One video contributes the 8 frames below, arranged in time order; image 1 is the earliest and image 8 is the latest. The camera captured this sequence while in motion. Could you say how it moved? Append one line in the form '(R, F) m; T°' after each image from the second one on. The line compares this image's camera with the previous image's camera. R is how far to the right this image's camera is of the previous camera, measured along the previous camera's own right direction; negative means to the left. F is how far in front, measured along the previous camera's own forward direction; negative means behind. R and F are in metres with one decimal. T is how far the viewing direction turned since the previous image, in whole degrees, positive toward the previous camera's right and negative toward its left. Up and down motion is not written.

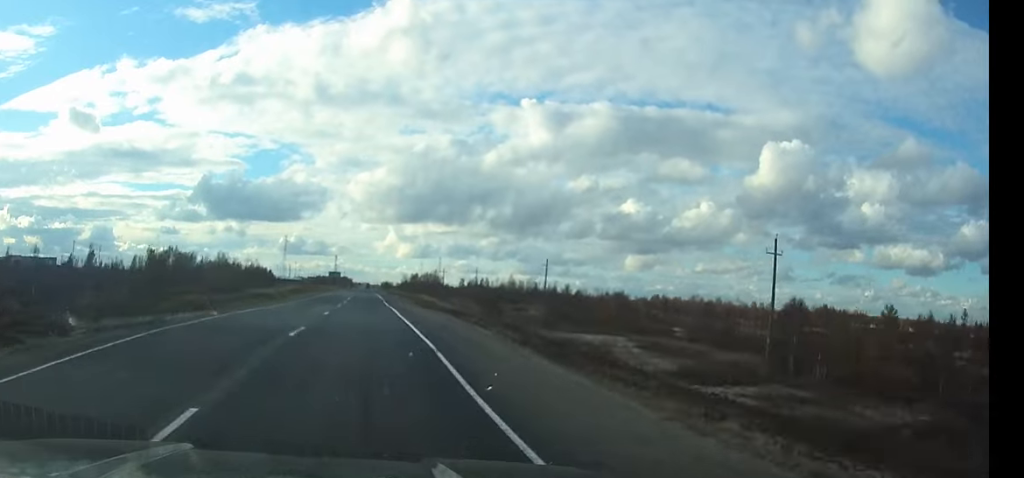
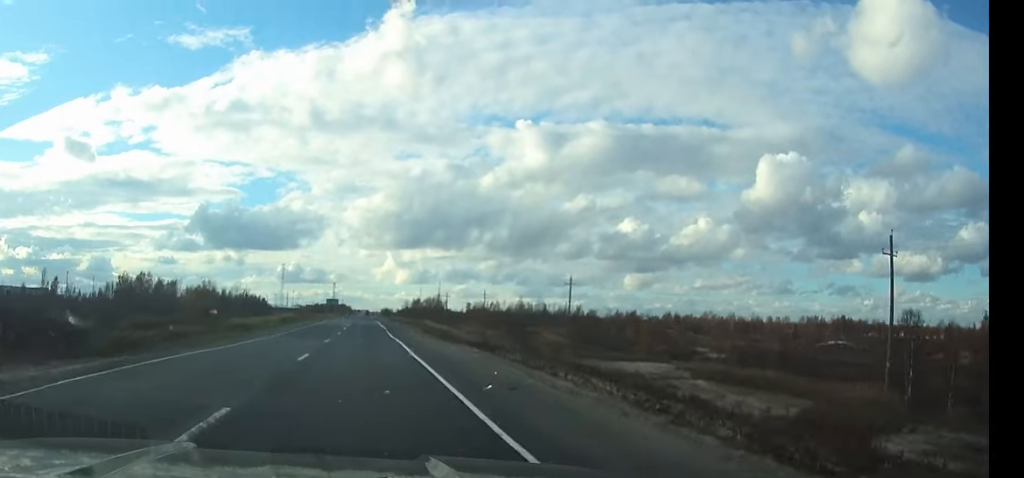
(0.0, +11.4) m; 0°
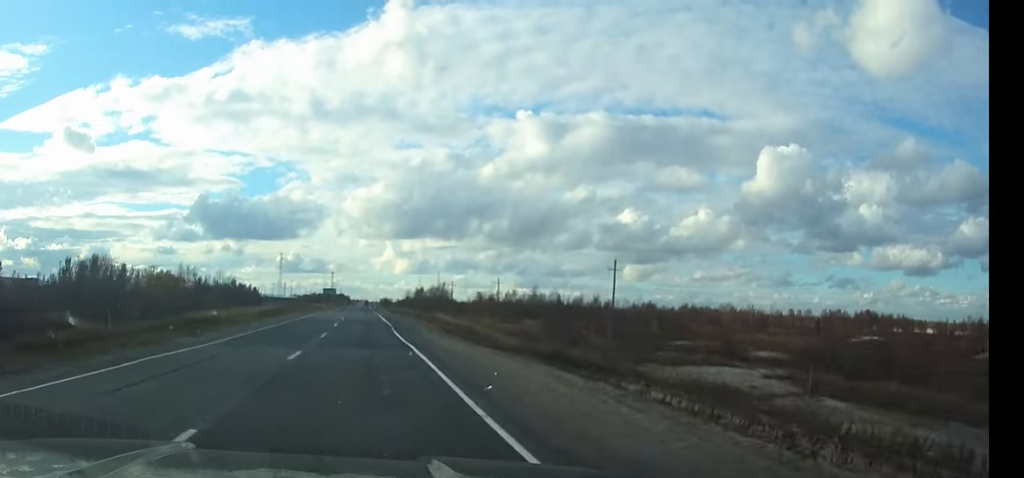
(0.0, +13.6) m; 0°
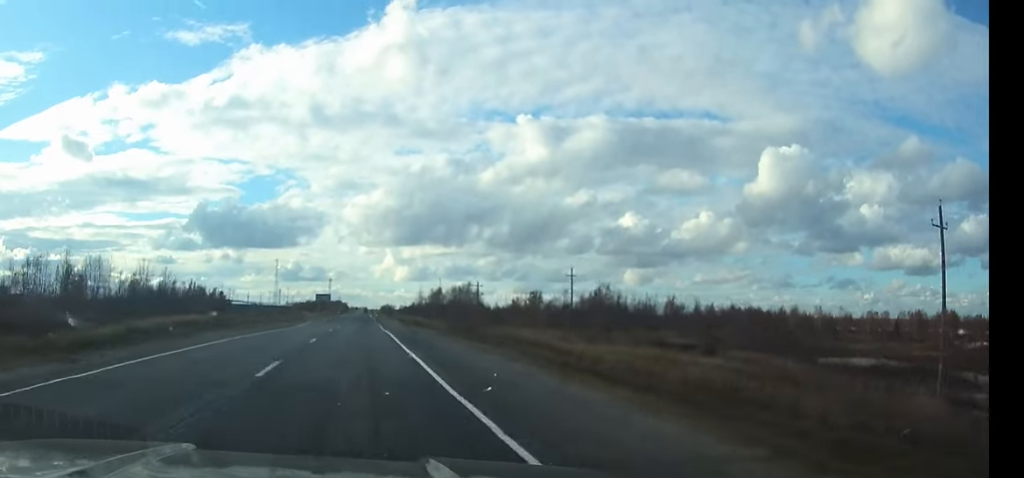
(0.0, +38.9) m; 0°
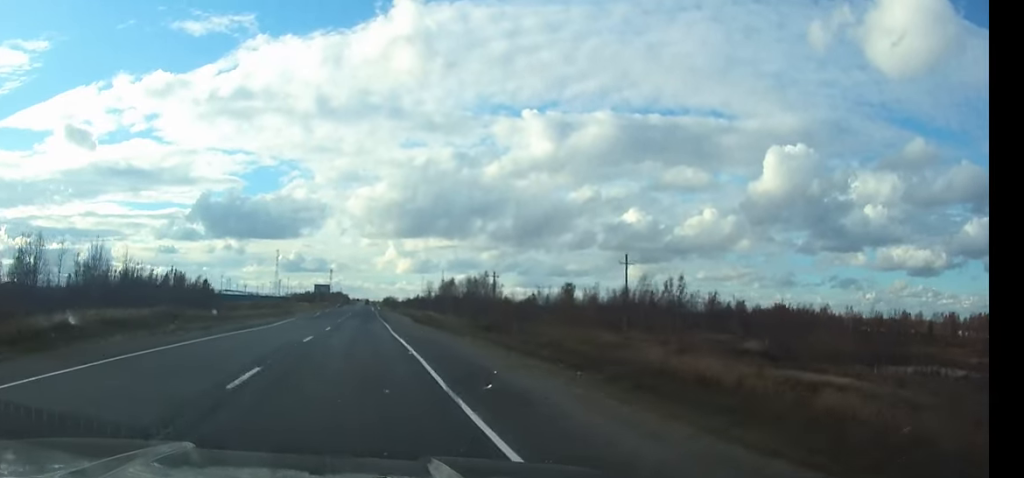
(0.0, +13.9) m; 0°
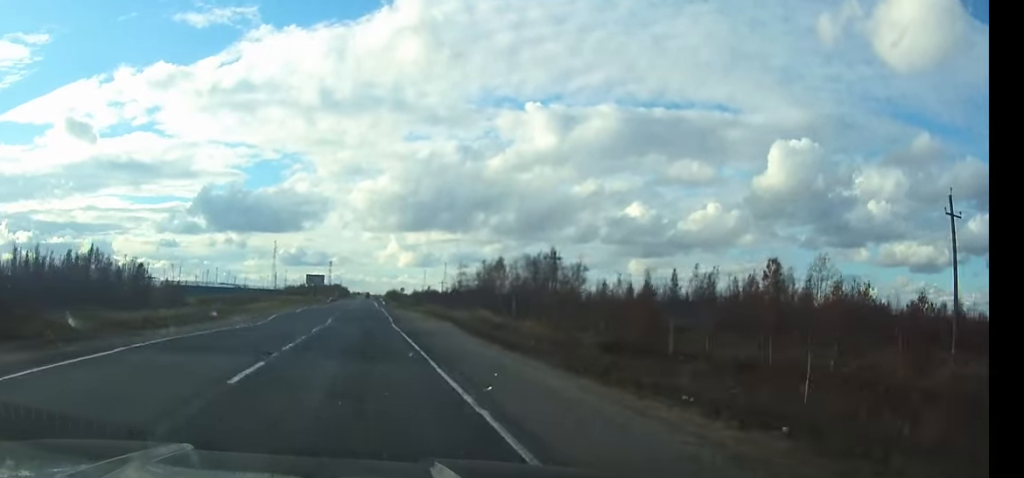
(0.0, +33.0) m; 0°
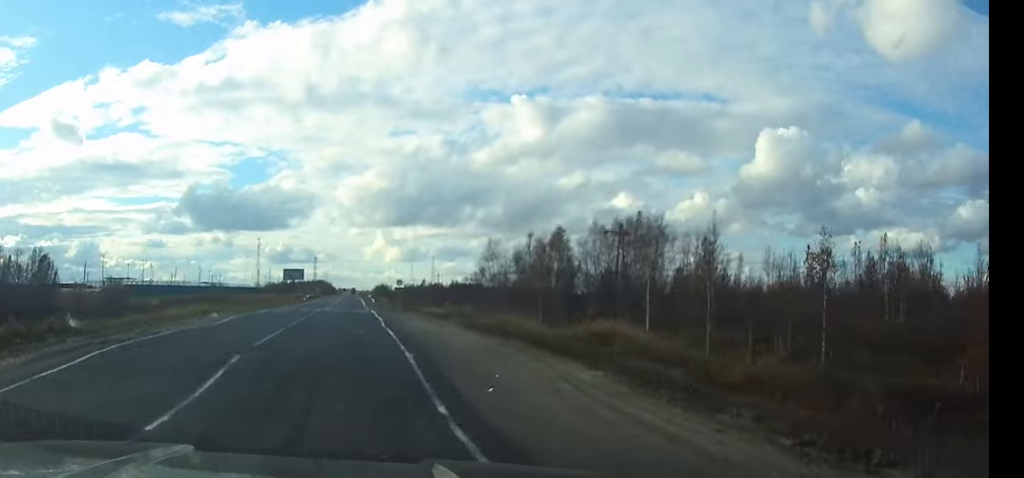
(+0.1, +22.9) m; 0°
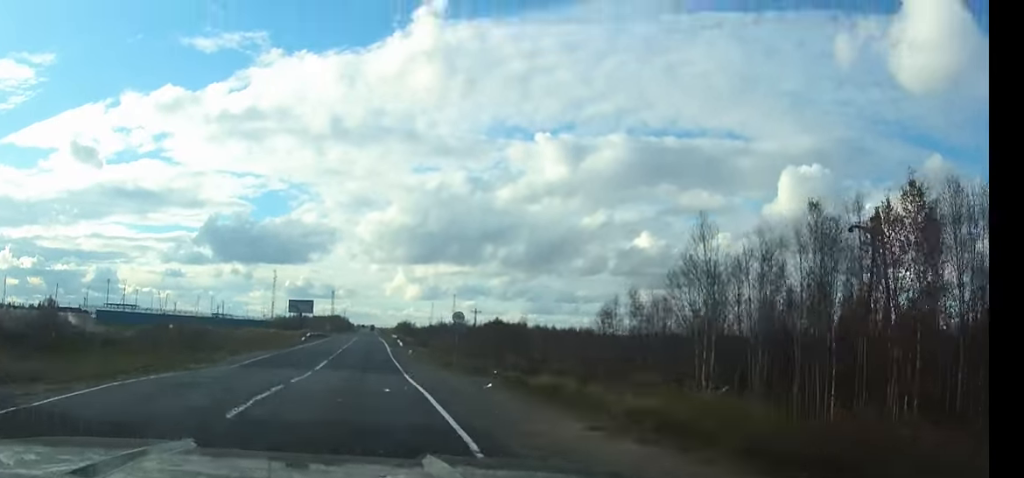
(-0.2, +30.8) m; 0°
